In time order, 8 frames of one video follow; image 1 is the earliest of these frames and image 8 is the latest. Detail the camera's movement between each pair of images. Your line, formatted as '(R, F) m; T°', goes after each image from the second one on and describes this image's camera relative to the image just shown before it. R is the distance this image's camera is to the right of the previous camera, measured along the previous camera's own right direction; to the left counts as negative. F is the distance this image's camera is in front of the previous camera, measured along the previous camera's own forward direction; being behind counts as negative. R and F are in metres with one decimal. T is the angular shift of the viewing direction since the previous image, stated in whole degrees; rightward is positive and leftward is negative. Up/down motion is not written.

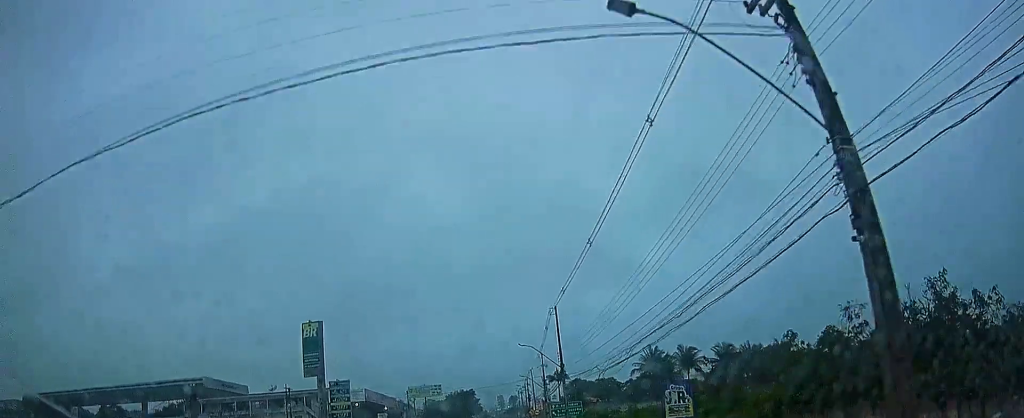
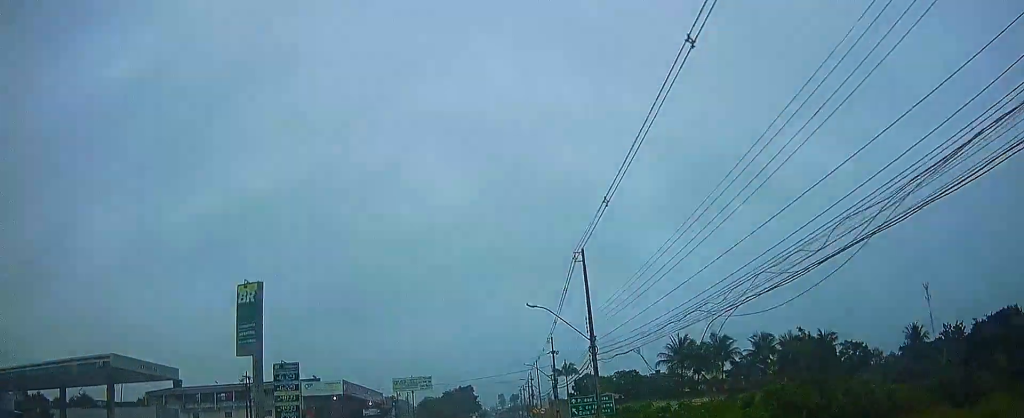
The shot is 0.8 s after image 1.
(-0.1, +14.8) m; 0°
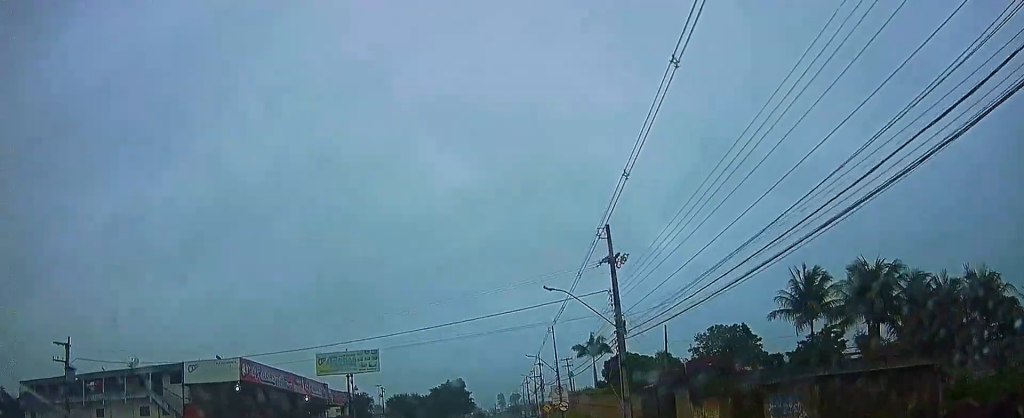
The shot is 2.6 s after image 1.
(+0.4, +36.6) m; +1°
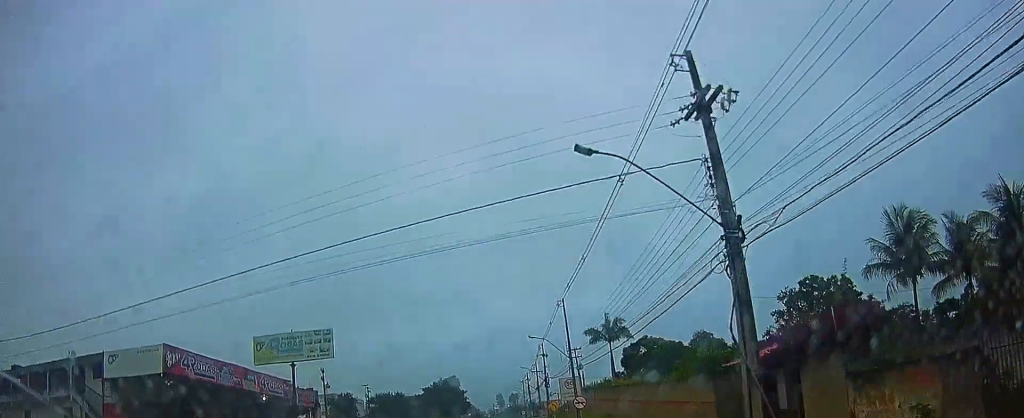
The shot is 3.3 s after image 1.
(0.0, +14.6) m; 0°
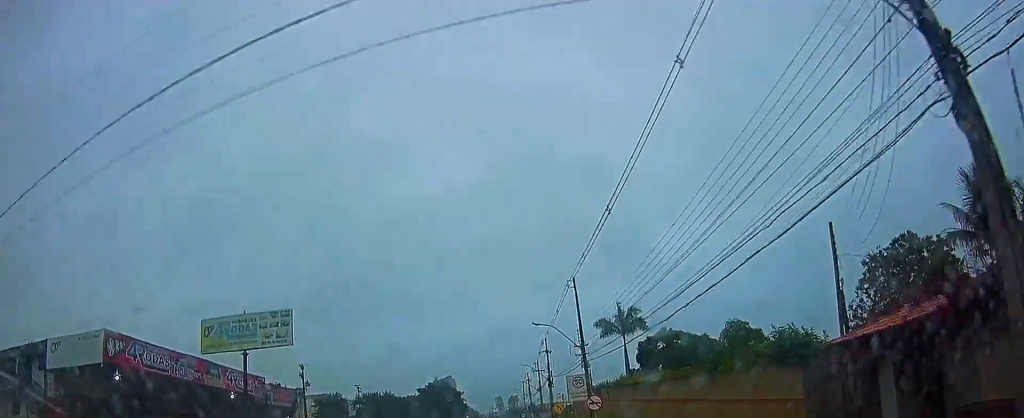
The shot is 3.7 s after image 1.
(0.0, +8.7) m; 0°
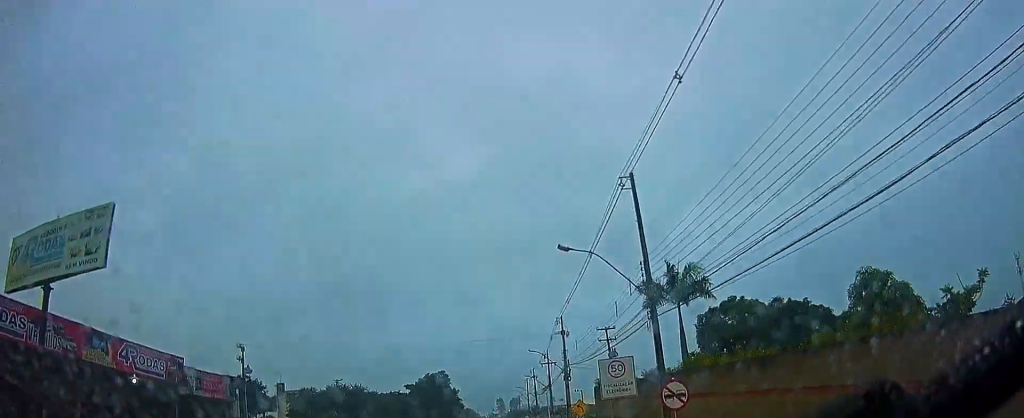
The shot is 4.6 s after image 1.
(+0.1, +20.1) m; +1°
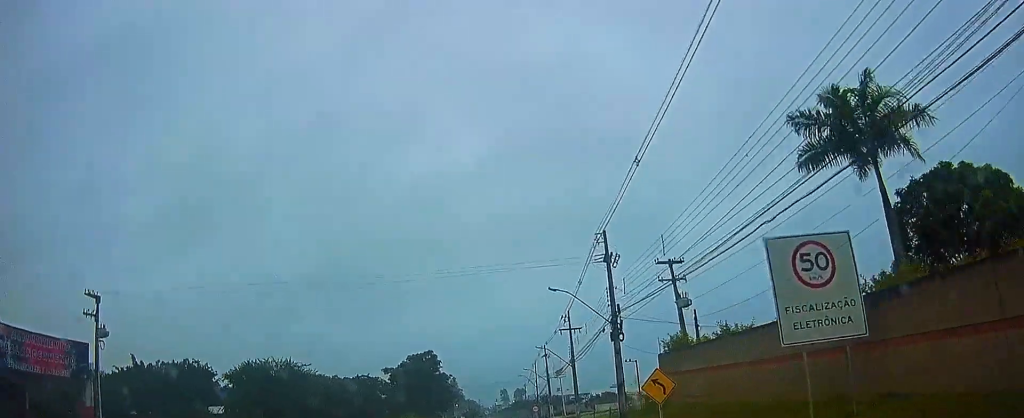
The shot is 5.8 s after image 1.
(+0.2, +27.4) m; +1°
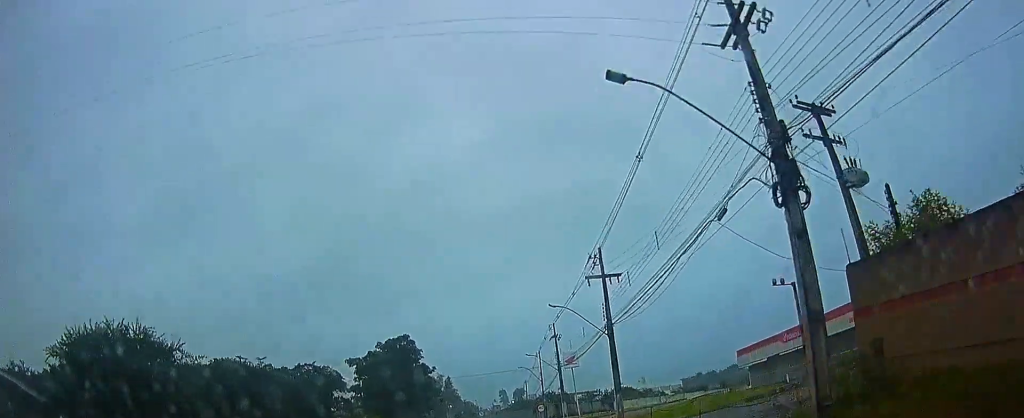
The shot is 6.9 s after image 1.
(0.0, +22.4) m; 0°
